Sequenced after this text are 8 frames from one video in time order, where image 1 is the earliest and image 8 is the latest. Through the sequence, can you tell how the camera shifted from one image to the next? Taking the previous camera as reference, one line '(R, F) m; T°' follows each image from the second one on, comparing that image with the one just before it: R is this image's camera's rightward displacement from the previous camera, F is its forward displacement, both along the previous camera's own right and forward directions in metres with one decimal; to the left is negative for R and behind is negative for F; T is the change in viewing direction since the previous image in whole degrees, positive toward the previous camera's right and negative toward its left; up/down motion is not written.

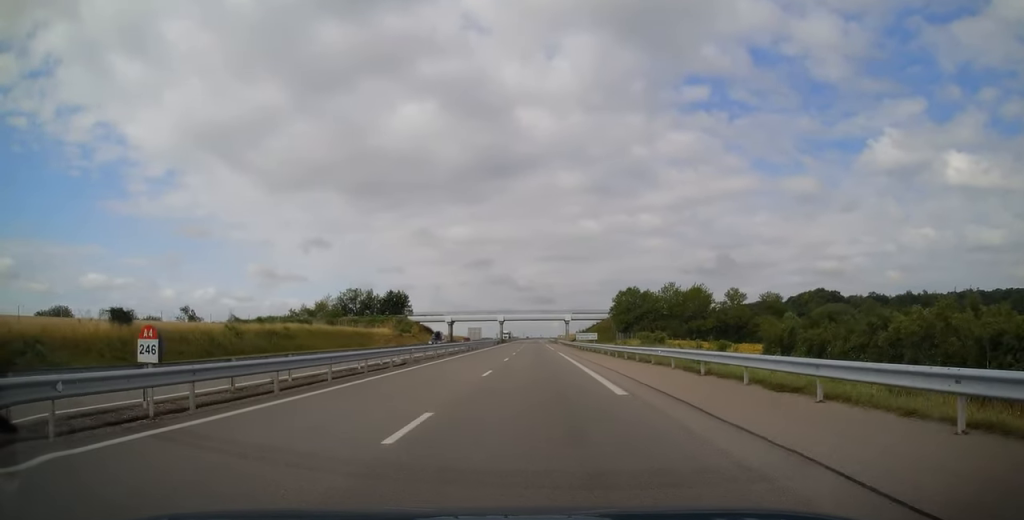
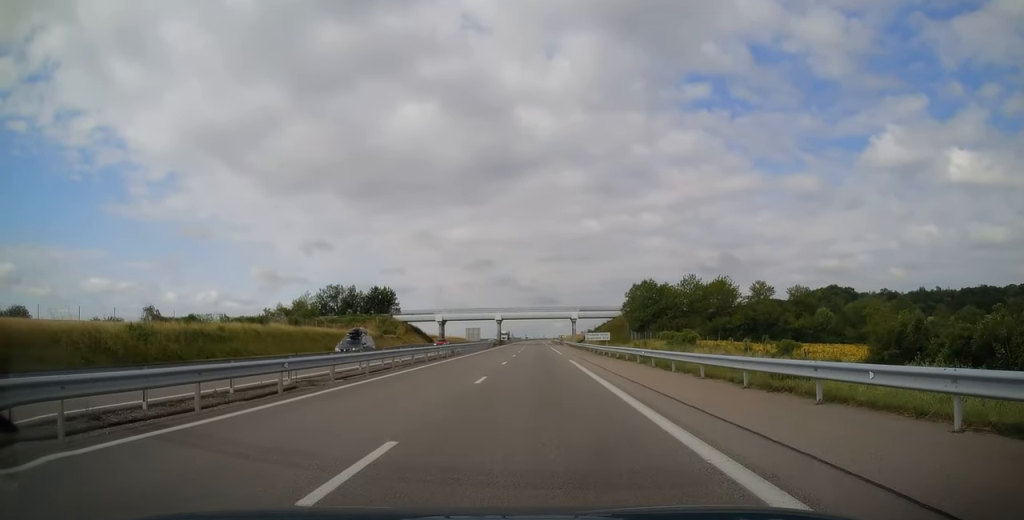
(+0.1, +15.9) m; 0°
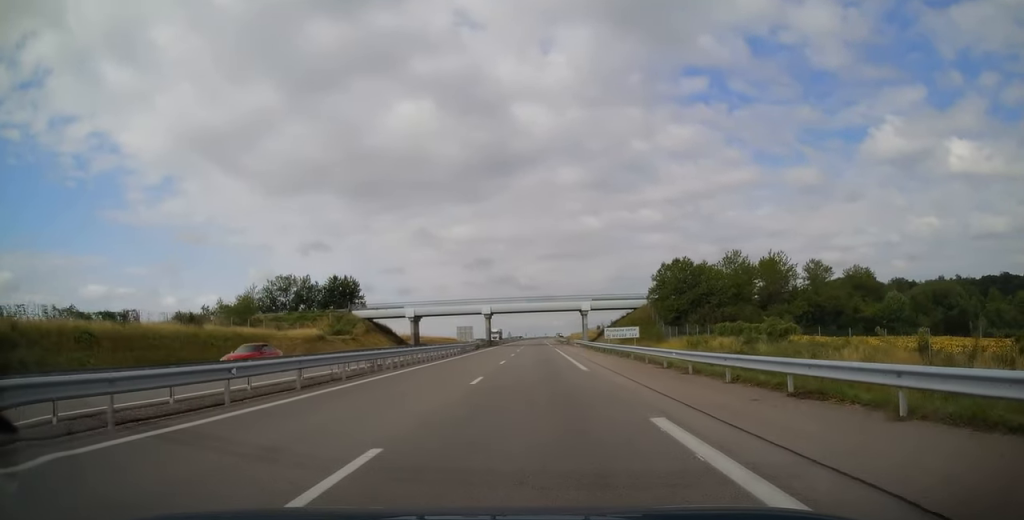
(-0.3, +26.8) m; 0°
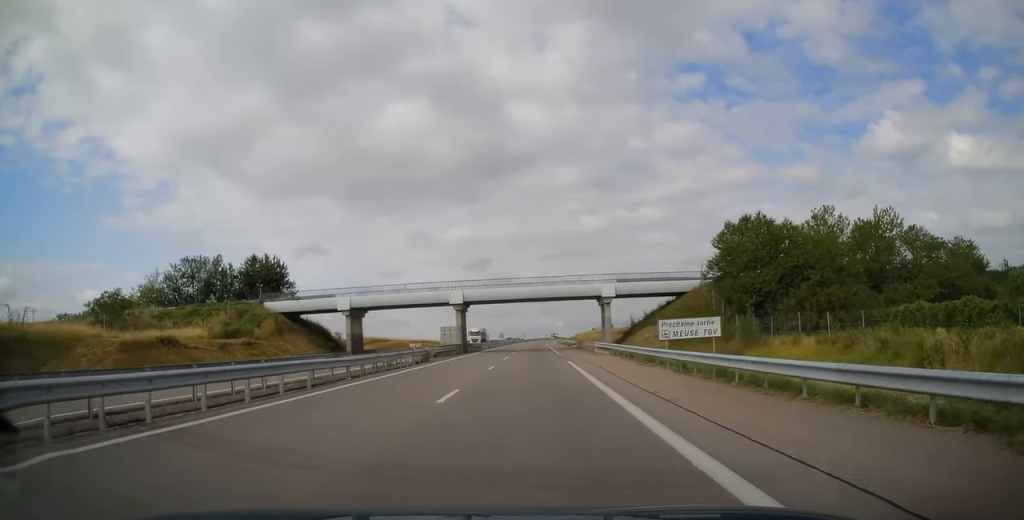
(+0.2, +30.7) m; 0°
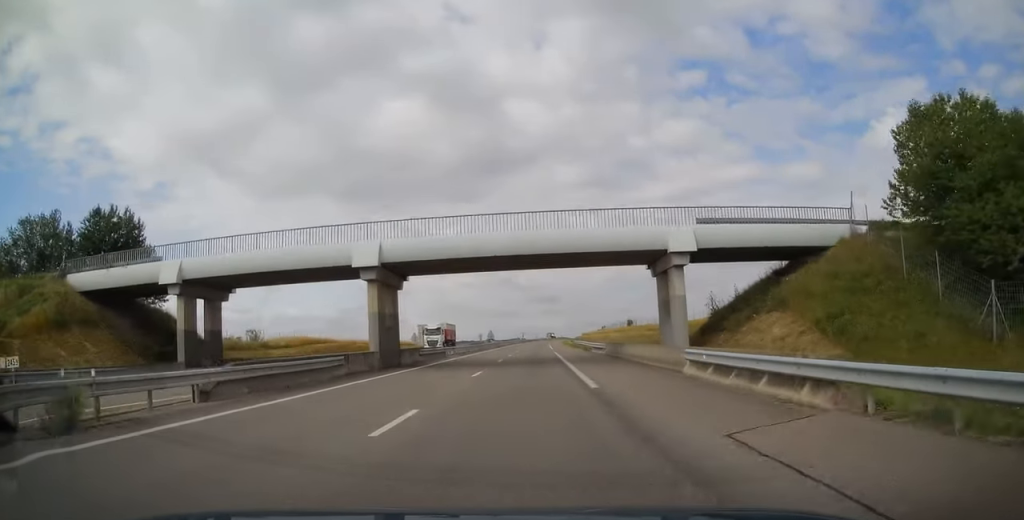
(-0.3, +30.6) m; 0°
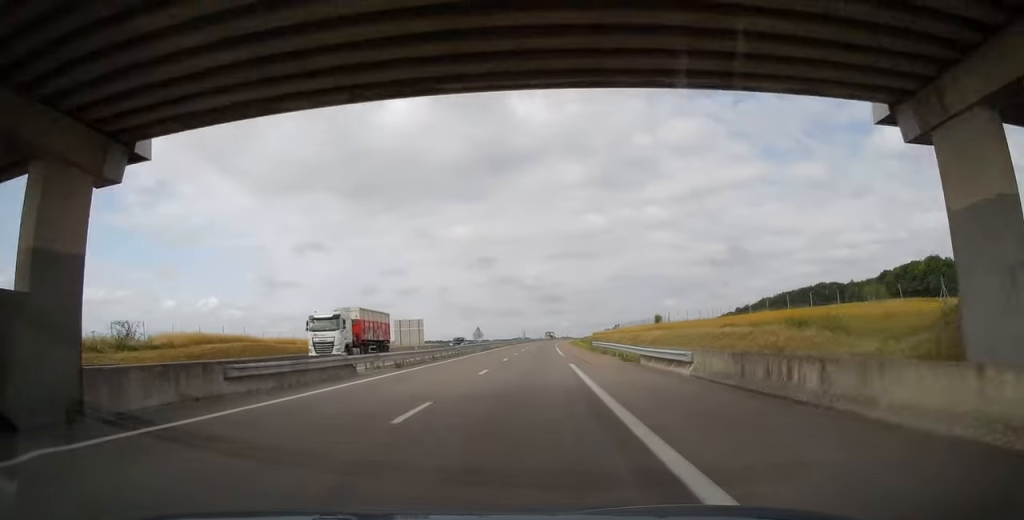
(+0.2, +24.6) m; +1°
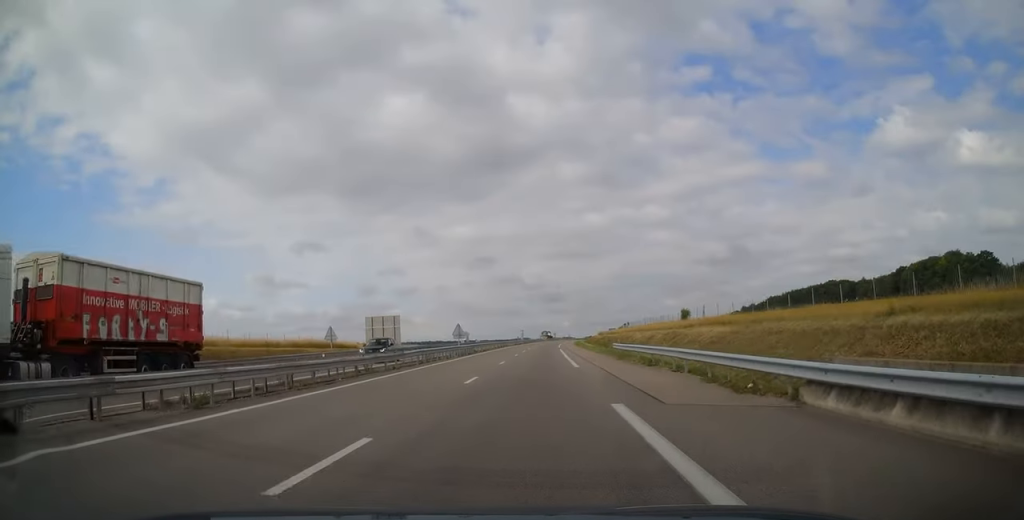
(+0.1, +17.6) m; 0°
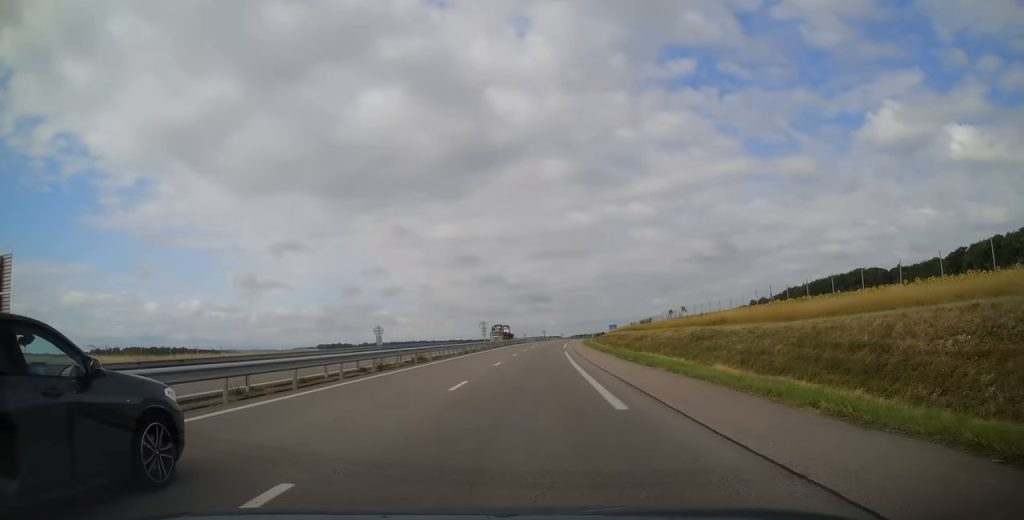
(+0.2, +67.8) m; +1°
